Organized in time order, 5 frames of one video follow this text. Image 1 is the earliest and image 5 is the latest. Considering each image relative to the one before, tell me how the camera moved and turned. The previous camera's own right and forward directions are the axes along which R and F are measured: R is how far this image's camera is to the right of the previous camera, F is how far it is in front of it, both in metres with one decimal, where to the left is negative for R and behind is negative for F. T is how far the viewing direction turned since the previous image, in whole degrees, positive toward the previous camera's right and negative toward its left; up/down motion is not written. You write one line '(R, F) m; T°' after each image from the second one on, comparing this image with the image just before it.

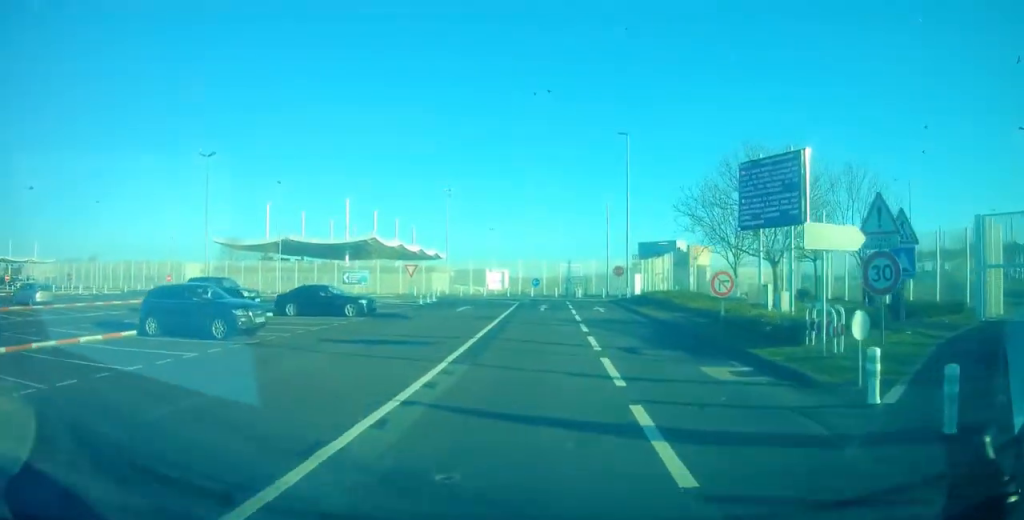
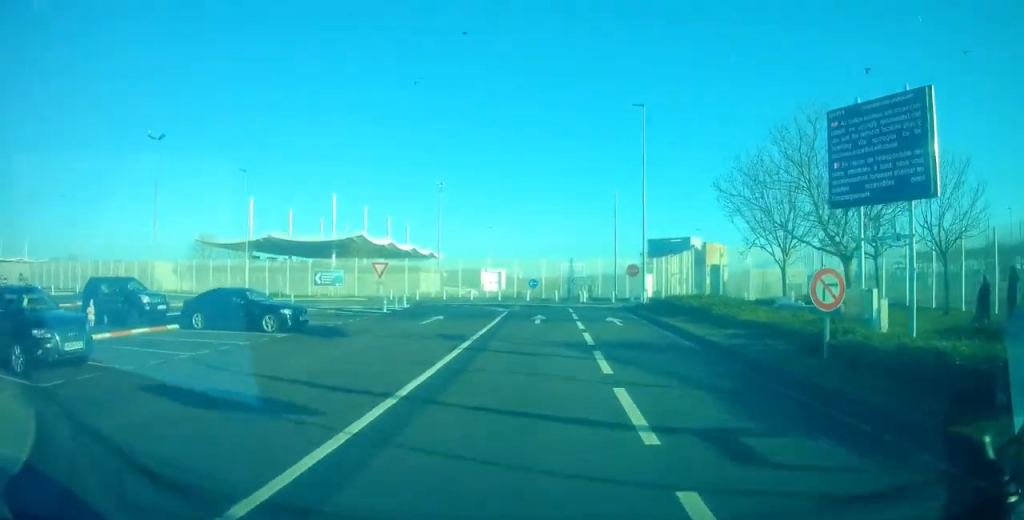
(0.0, +7.6) m; 0°
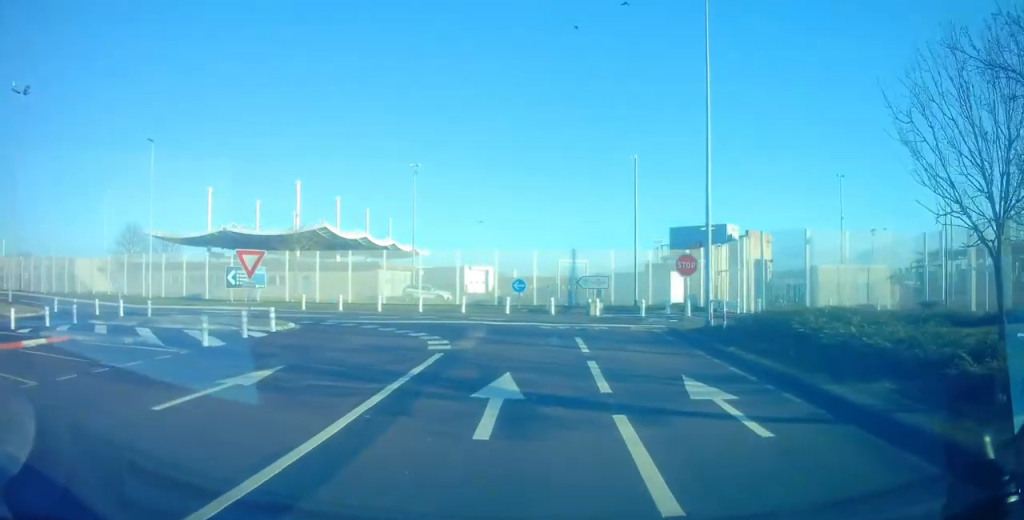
(-0.1, +14.9) m; -4°
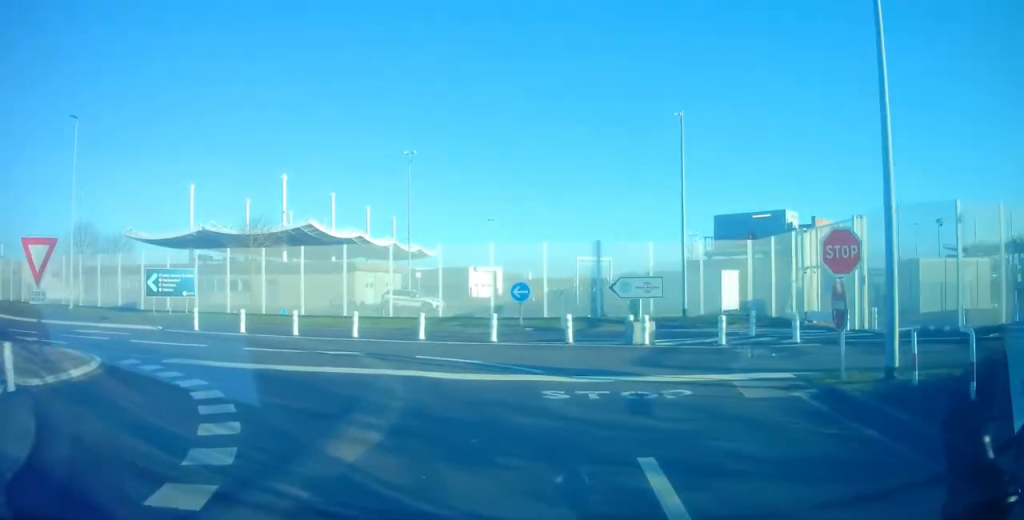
(+0.1, +11.0) m; +1°
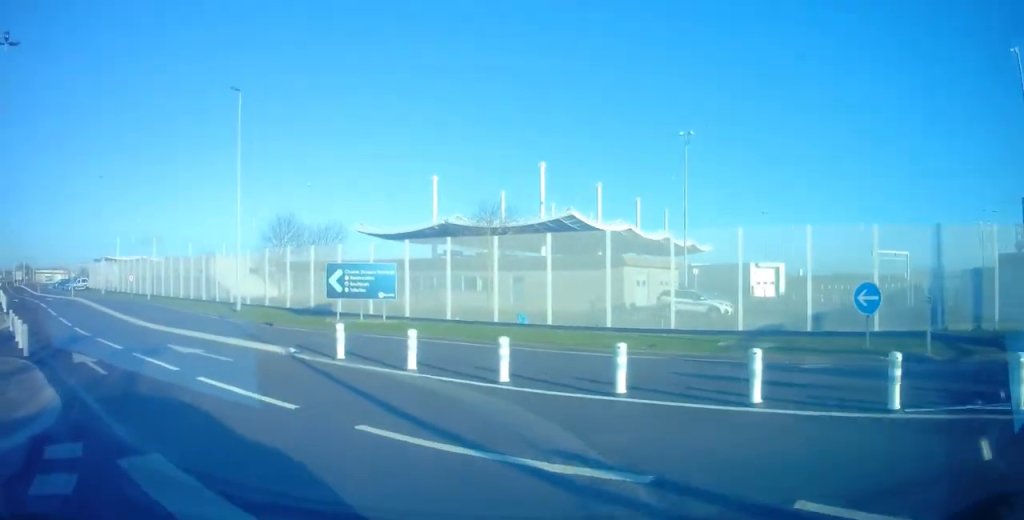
(-2.2, +8.4) m; -30°
